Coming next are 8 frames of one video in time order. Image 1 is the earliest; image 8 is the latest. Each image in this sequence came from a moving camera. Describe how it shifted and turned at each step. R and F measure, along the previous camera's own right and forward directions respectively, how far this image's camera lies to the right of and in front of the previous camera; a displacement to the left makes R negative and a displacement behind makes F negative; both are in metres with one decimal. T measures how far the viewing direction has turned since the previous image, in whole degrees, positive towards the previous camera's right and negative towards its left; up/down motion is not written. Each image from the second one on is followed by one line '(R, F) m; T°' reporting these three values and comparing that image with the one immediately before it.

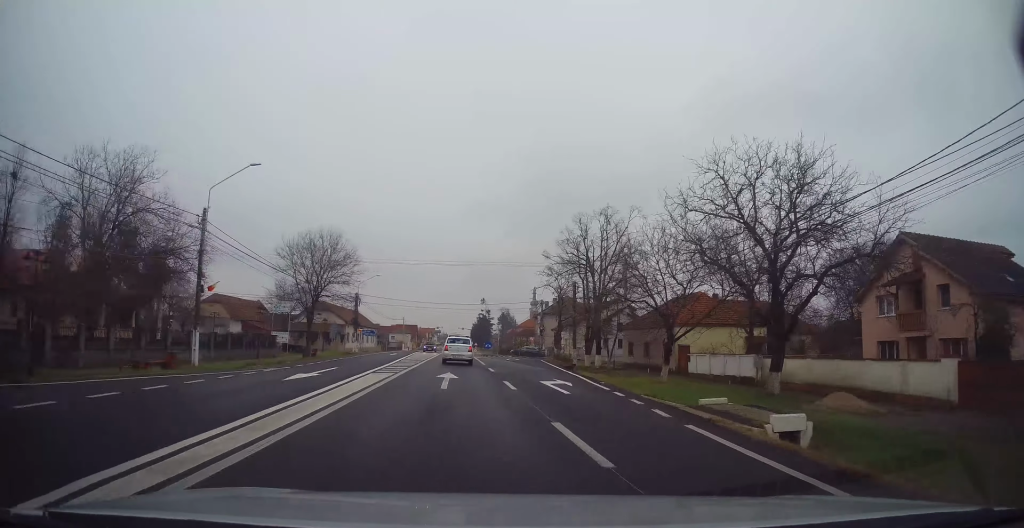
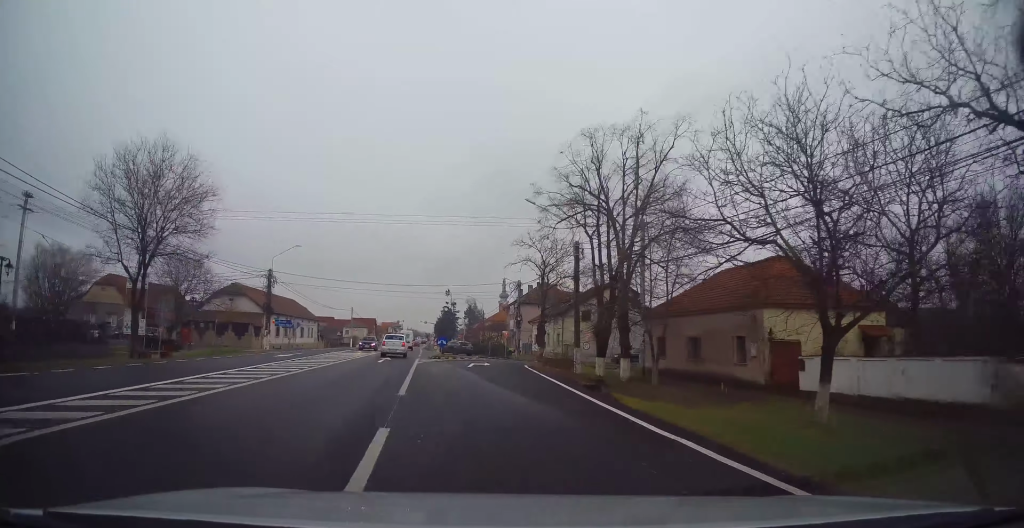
(+0.8, +20.0) m; +4°
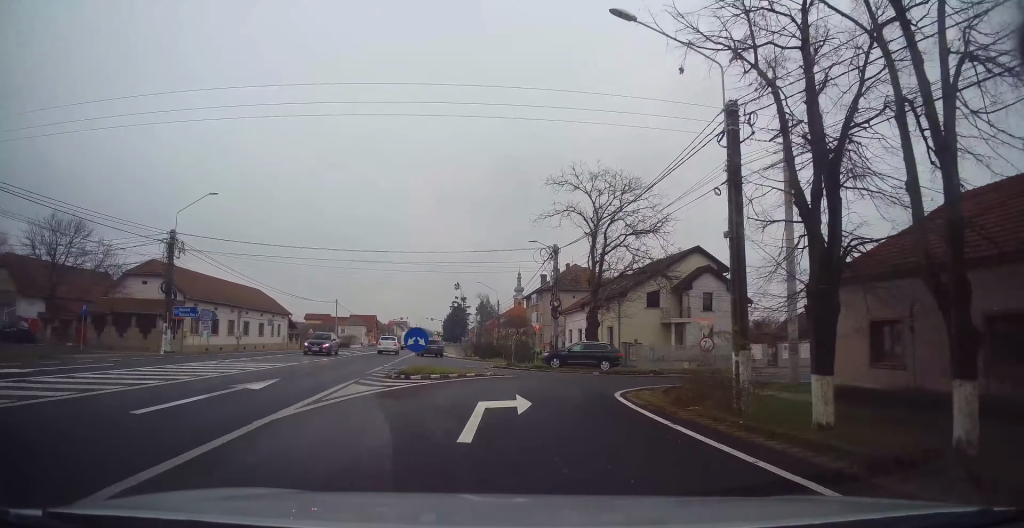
(0.0, +19.5) m; 0°
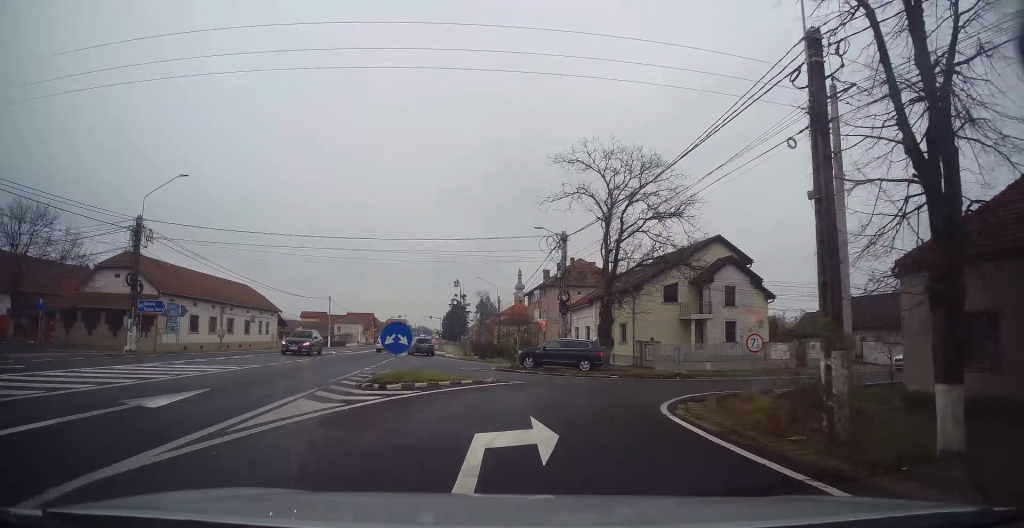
(0.0, +3.7) m; 0°
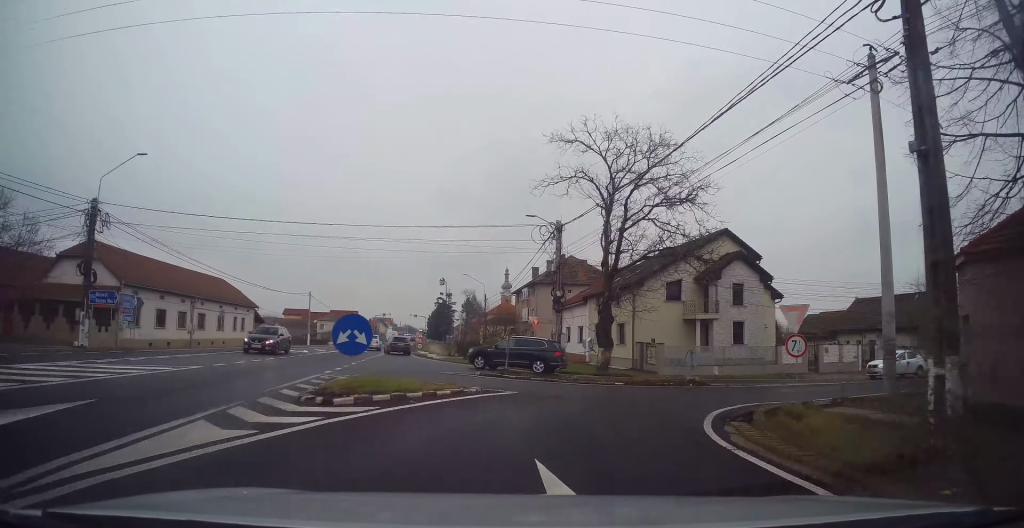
(0.0, +3.4) m; 0°
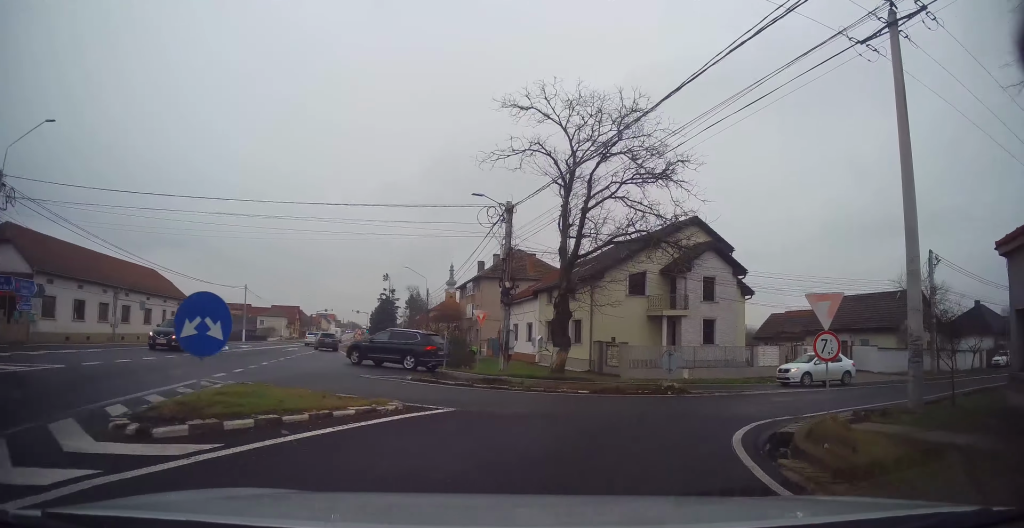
(0.0, +3.7) m; +3°
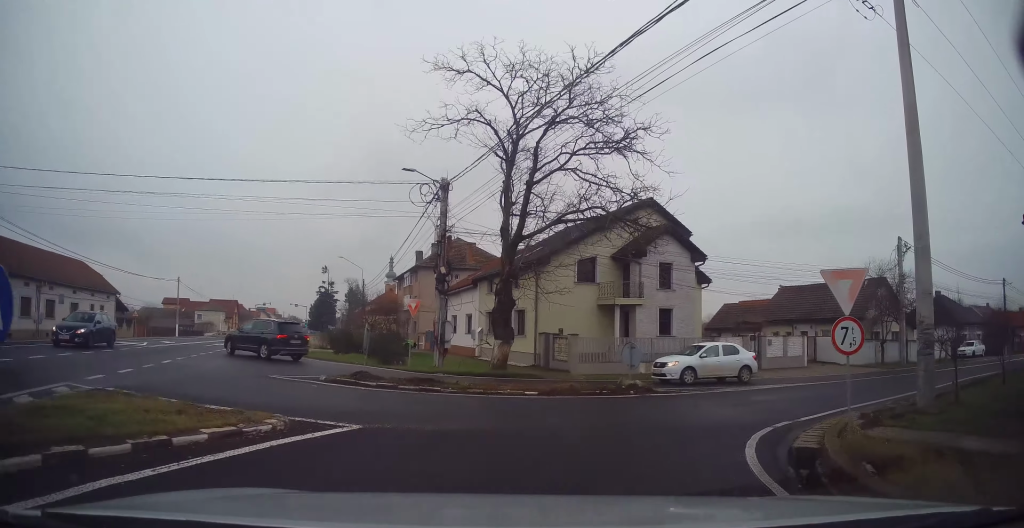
(-0.1, +3.4) m; +4°
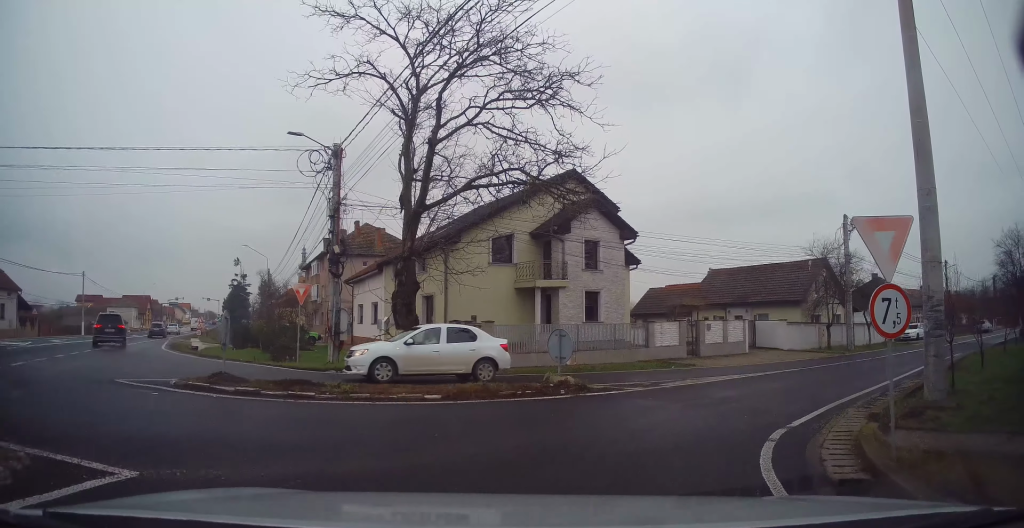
(+0.7, +4.4) m; +14°
